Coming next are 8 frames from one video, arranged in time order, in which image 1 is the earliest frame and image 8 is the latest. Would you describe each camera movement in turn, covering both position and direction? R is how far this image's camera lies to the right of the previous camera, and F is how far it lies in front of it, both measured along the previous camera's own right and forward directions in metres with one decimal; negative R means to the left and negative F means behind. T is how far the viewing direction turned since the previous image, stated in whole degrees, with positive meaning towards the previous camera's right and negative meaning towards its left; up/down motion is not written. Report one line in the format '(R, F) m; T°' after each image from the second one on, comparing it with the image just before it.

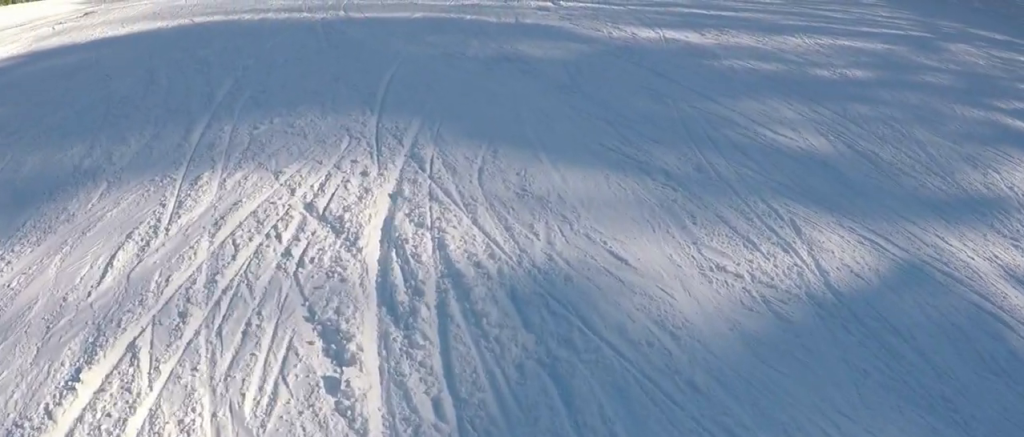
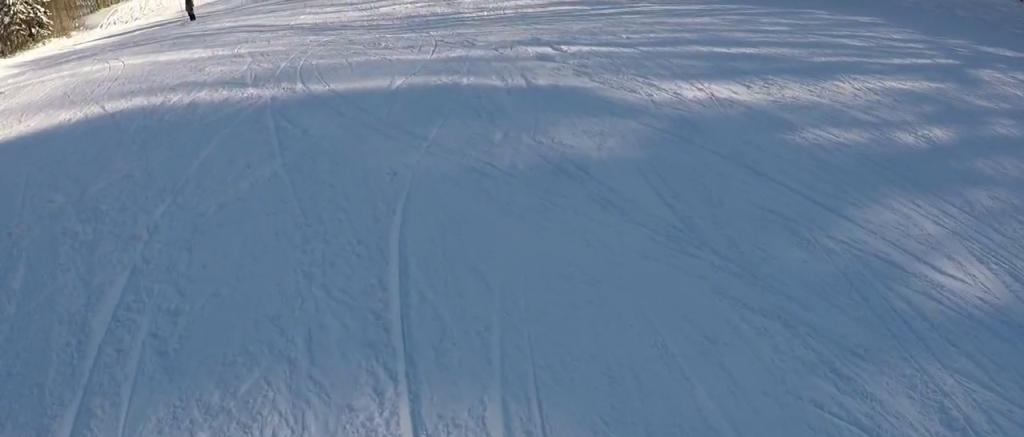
(0.0, +3.8) m; +23°
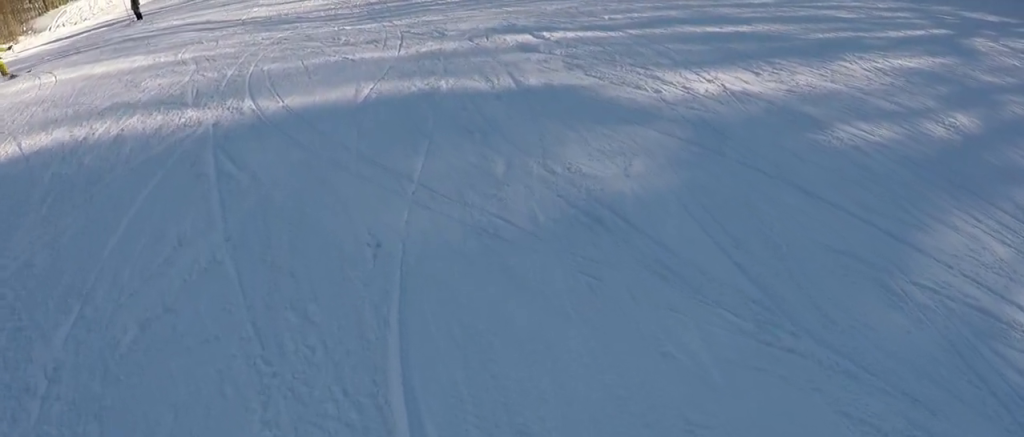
(+0.5, +1.8) m; +8°
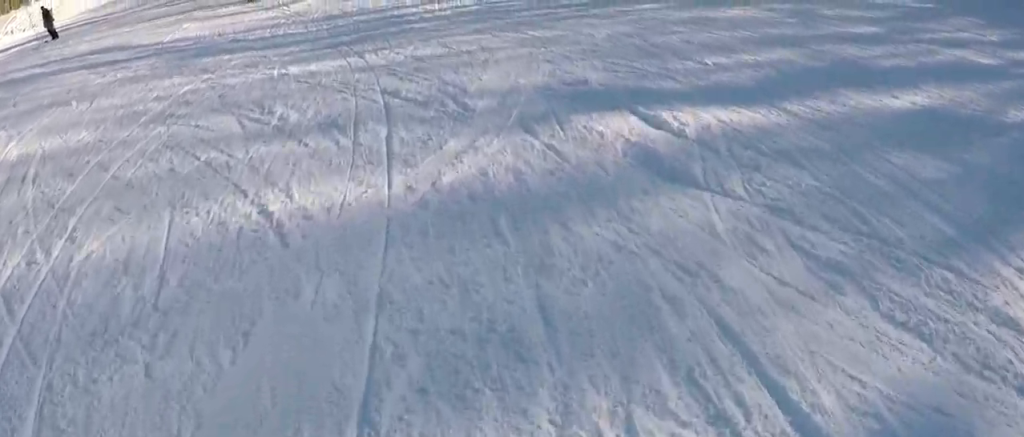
(+1.0, +7.1) m; +9°
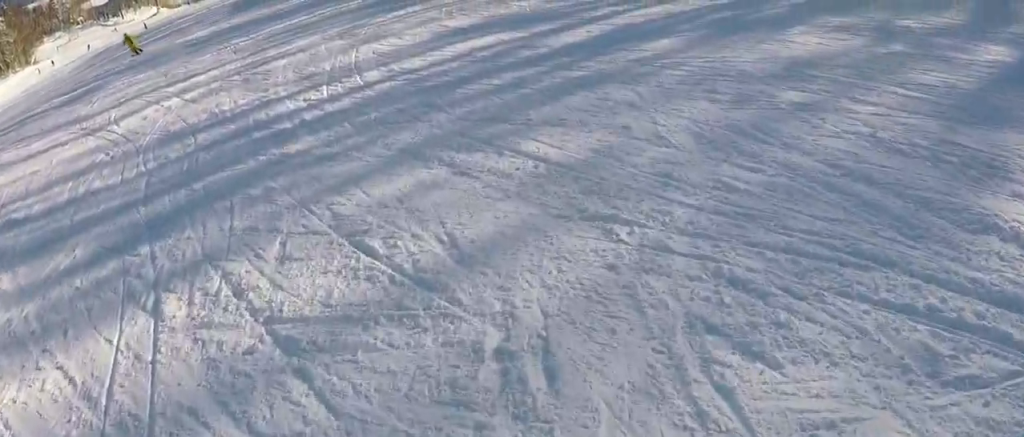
(+0.3, +6.4) m; +7°
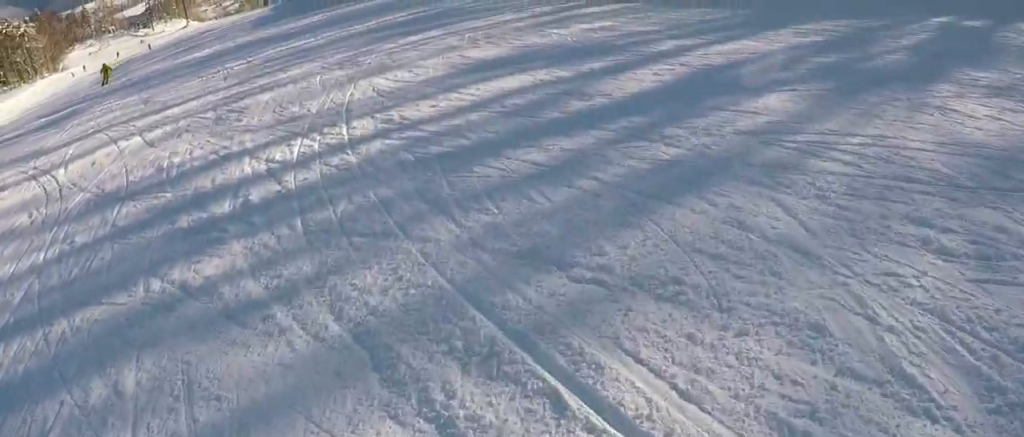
(+0.3, +3.1) m; -1°
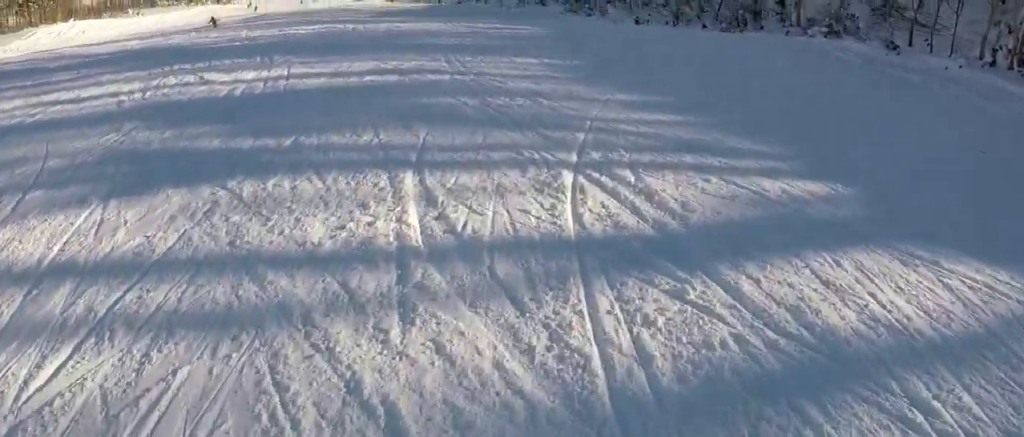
(-3.6, +13.3) m; -41°
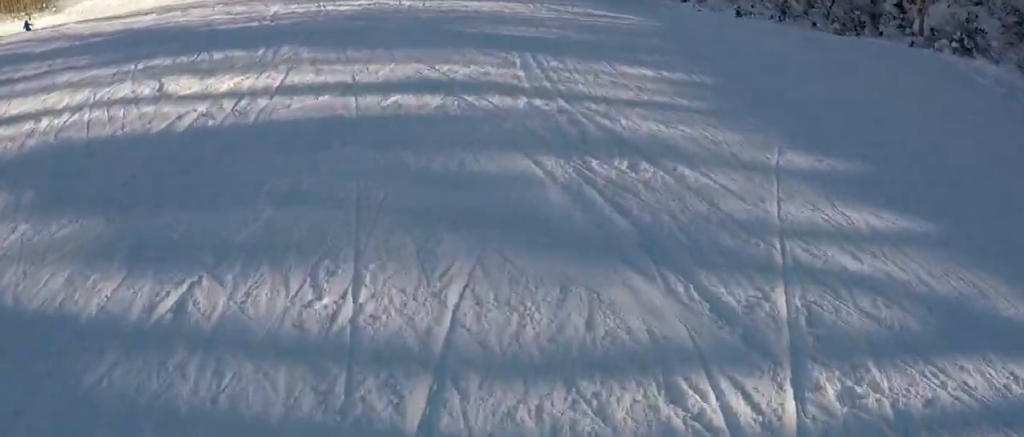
(-0.3, +3.1) m; -9°
